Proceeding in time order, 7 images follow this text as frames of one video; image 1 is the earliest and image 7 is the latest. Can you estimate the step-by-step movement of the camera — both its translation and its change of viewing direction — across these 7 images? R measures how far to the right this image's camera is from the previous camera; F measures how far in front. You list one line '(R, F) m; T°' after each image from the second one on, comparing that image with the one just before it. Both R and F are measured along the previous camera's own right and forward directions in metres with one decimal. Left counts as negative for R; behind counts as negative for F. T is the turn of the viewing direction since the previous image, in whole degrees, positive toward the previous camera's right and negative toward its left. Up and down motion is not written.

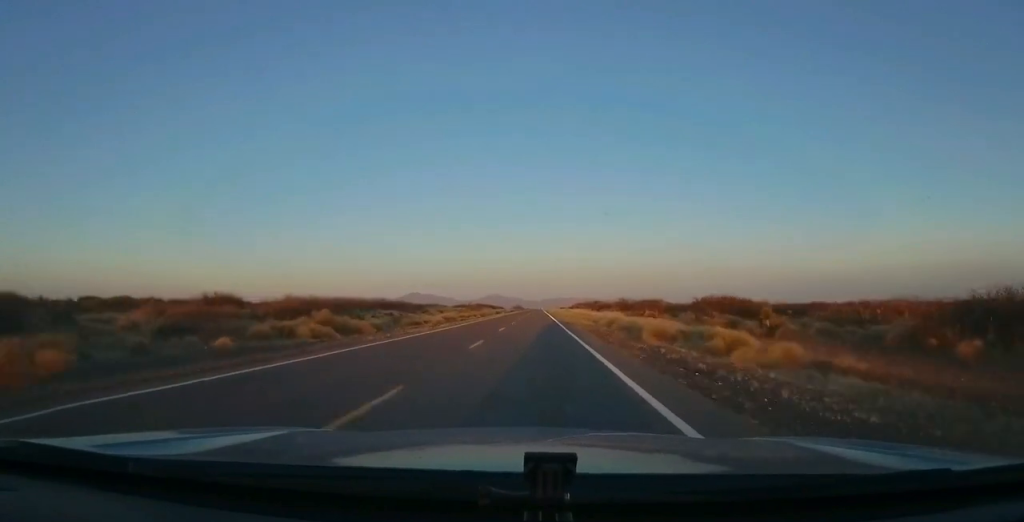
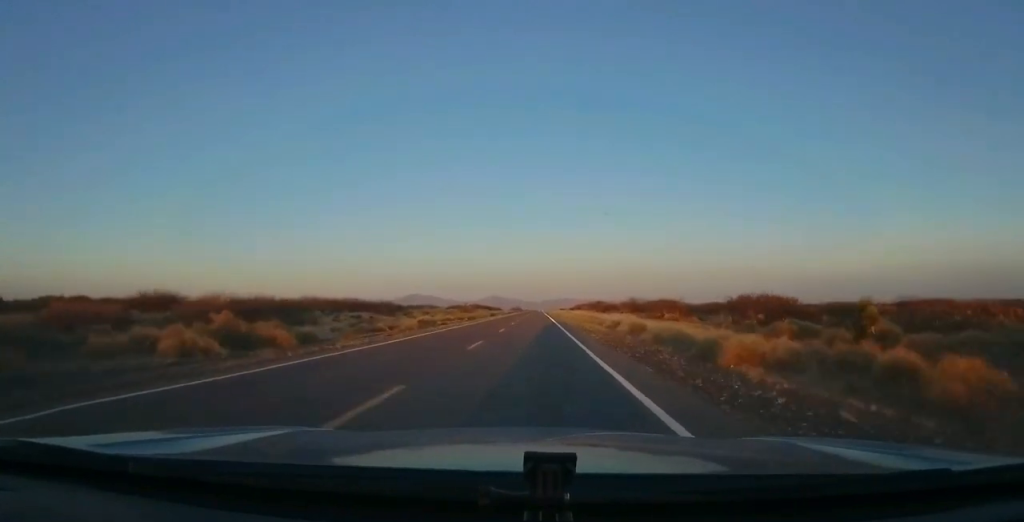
(+0.1, +11.7) m; 0°
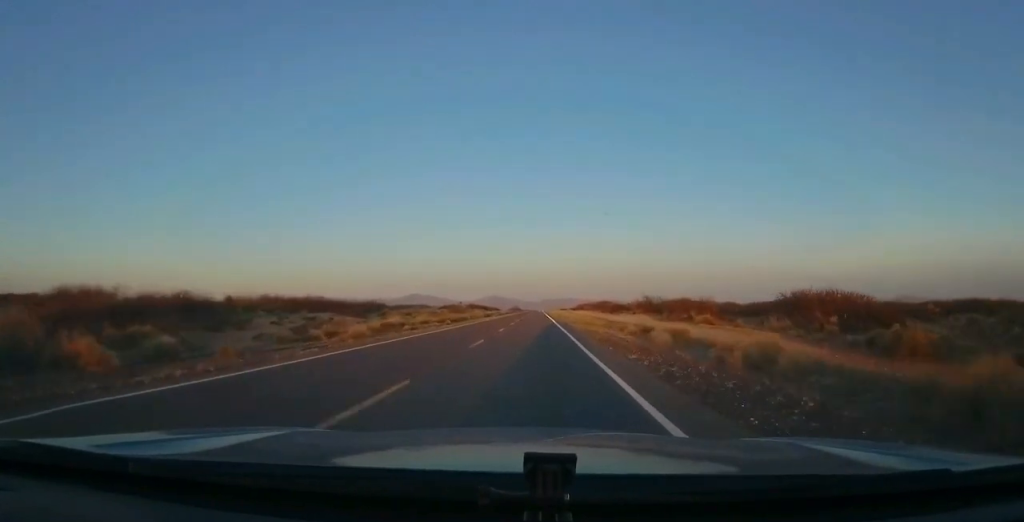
(-0.1, +11.7) m; 0°
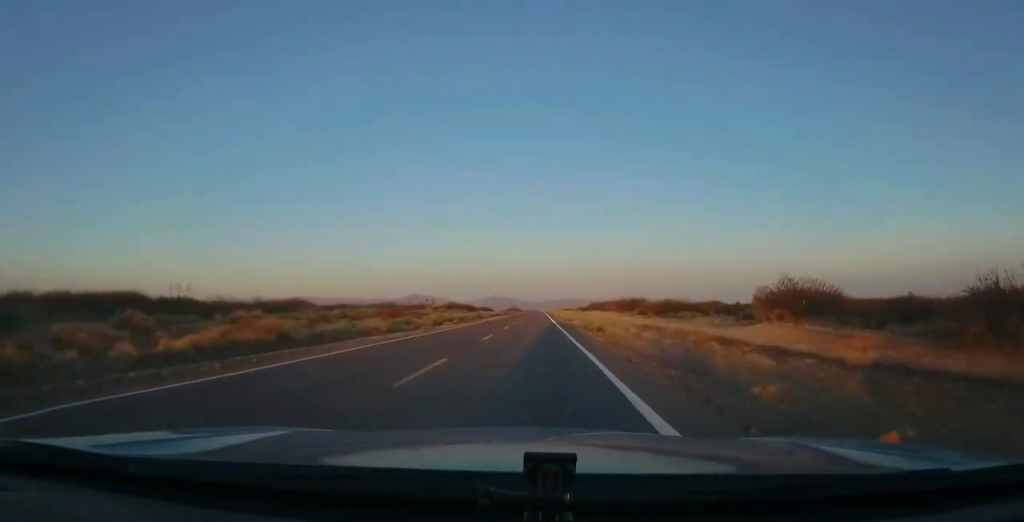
(-0.1, +43.8) m; +1°
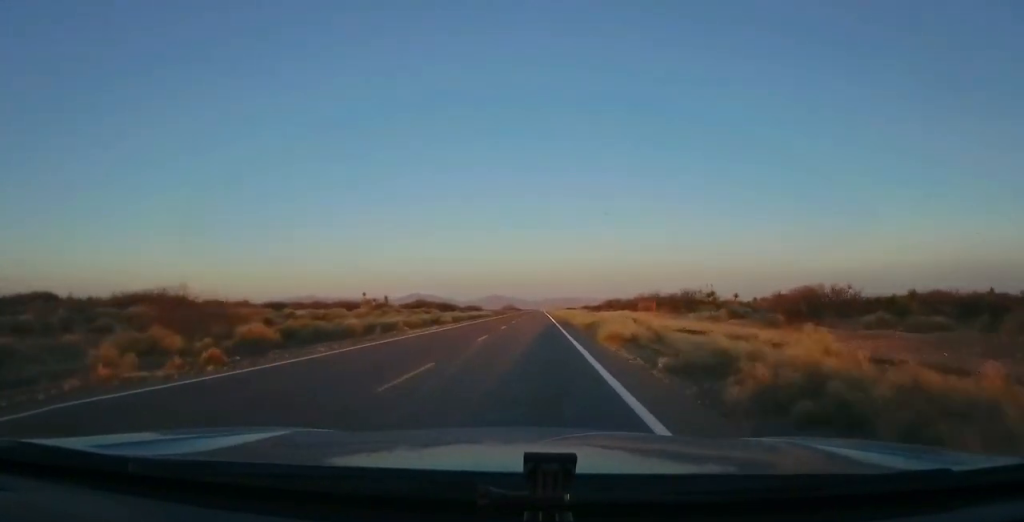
(+0.2, +37.0) m; 0°
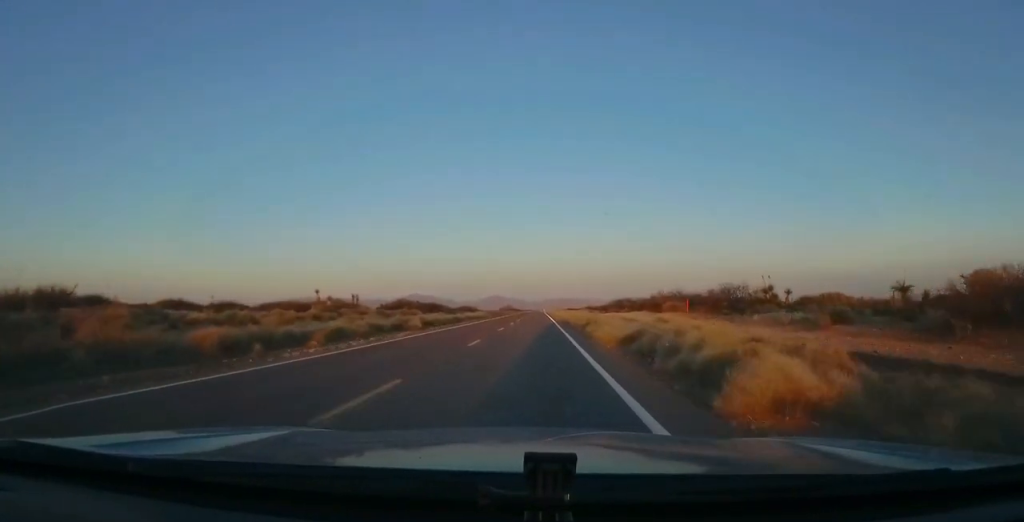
(0.0, +14.6) m; 0°
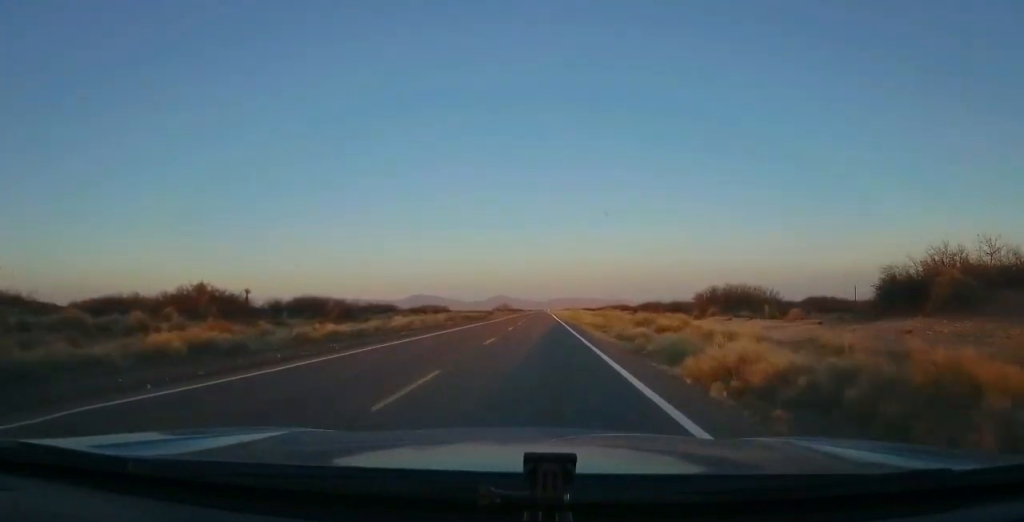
(-0.5, +58.5) m; -1°
